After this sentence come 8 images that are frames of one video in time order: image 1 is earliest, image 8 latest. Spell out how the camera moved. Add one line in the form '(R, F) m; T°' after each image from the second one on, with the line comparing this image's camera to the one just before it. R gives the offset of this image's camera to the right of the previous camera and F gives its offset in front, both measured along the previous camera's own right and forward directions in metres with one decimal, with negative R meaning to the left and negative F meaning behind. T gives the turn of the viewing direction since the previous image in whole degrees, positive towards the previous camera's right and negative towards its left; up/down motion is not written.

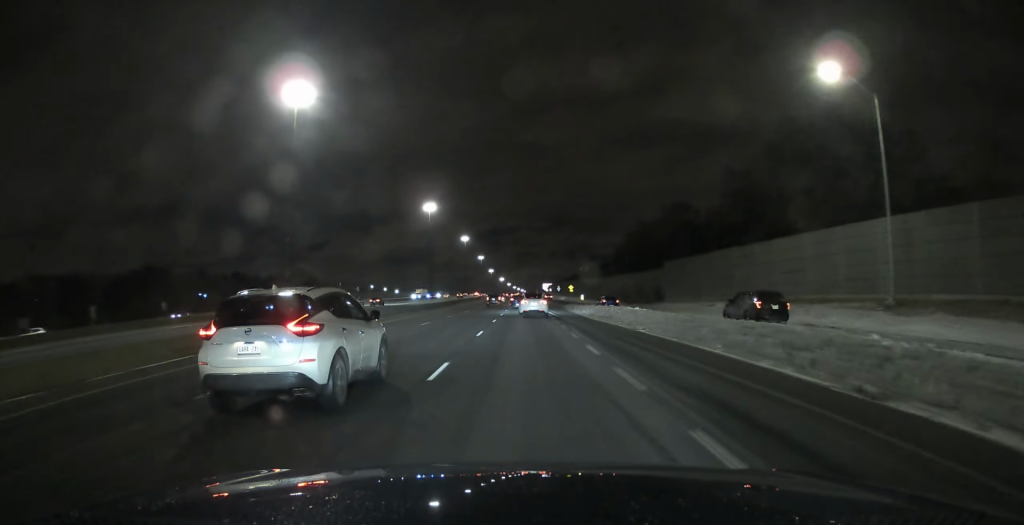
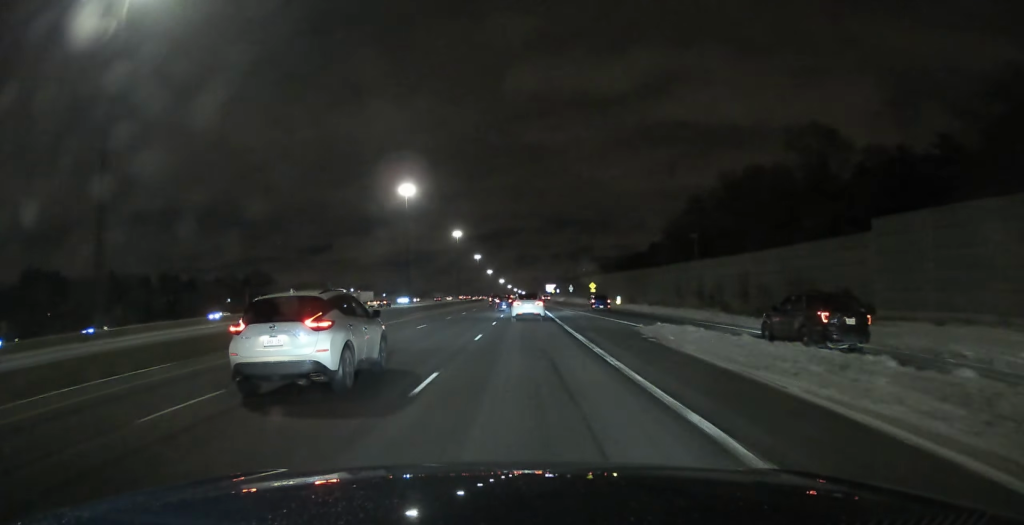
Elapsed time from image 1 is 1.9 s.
(0.0, +51.1) m; 0°
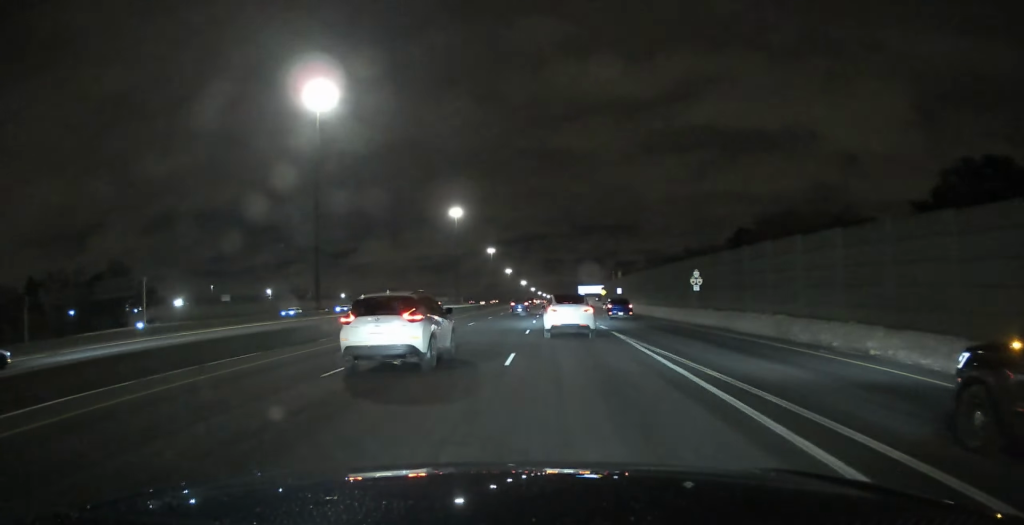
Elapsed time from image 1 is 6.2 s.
(-0.5, +108.7) m; -1°
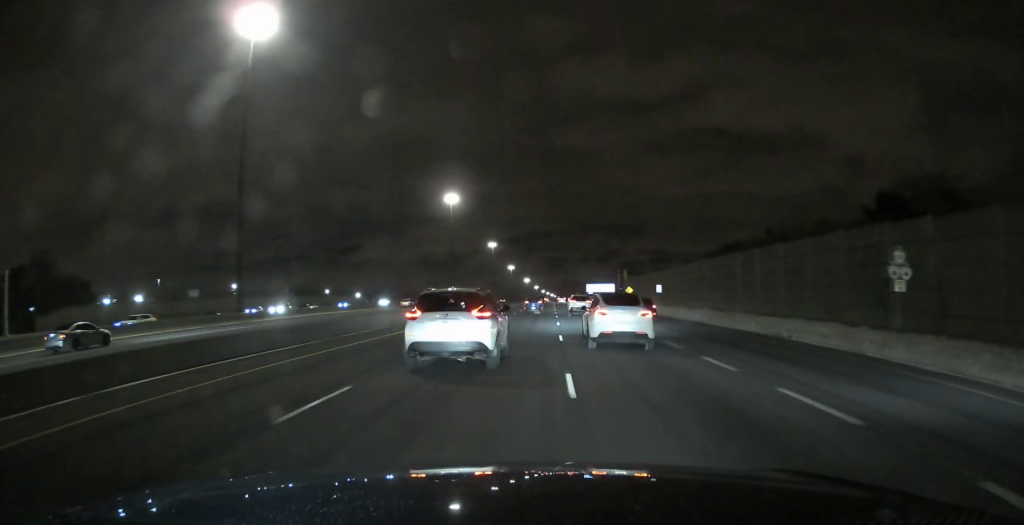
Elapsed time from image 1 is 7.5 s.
(-0.4, +30.1) m; 0°
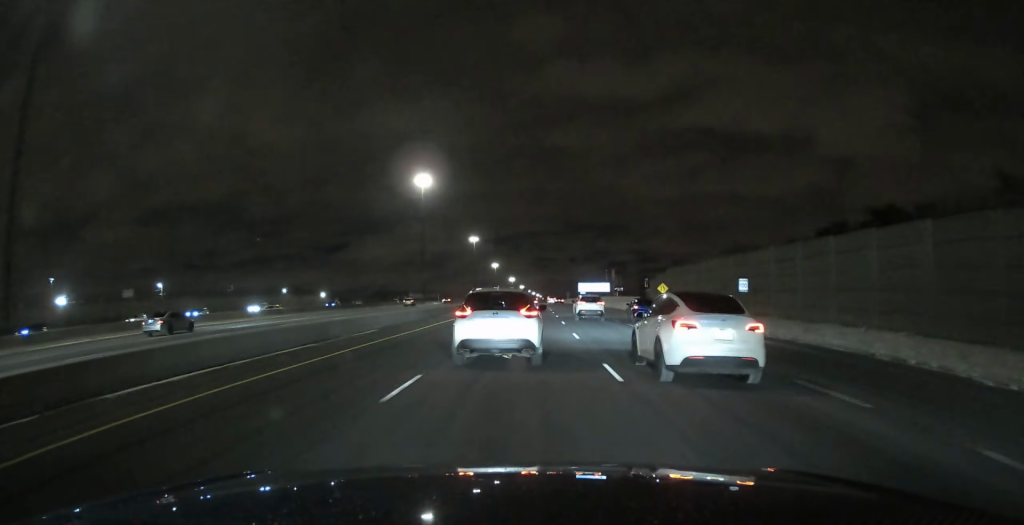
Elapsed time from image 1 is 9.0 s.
(-0.5, +36.0) m; 0°
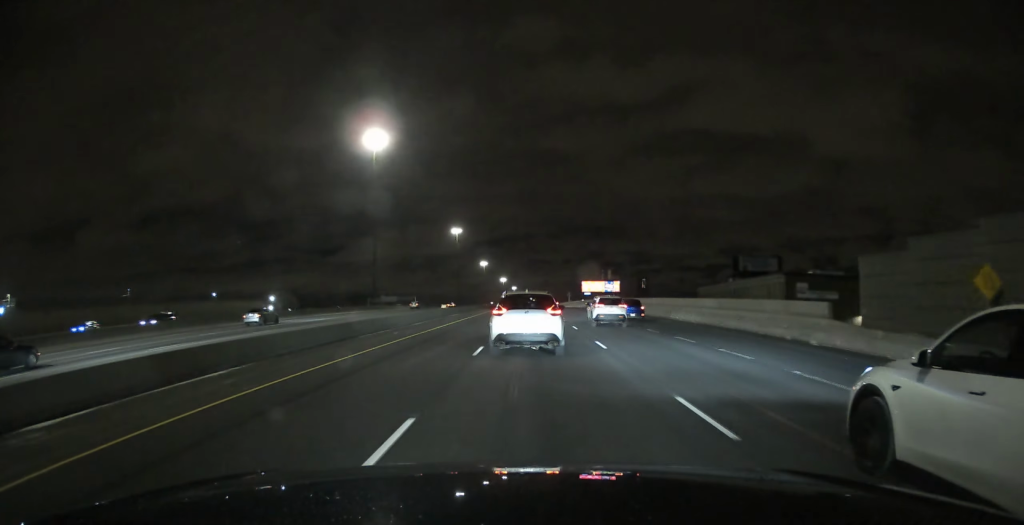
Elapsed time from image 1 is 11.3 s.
(+0.7, +55.1) m; +1°
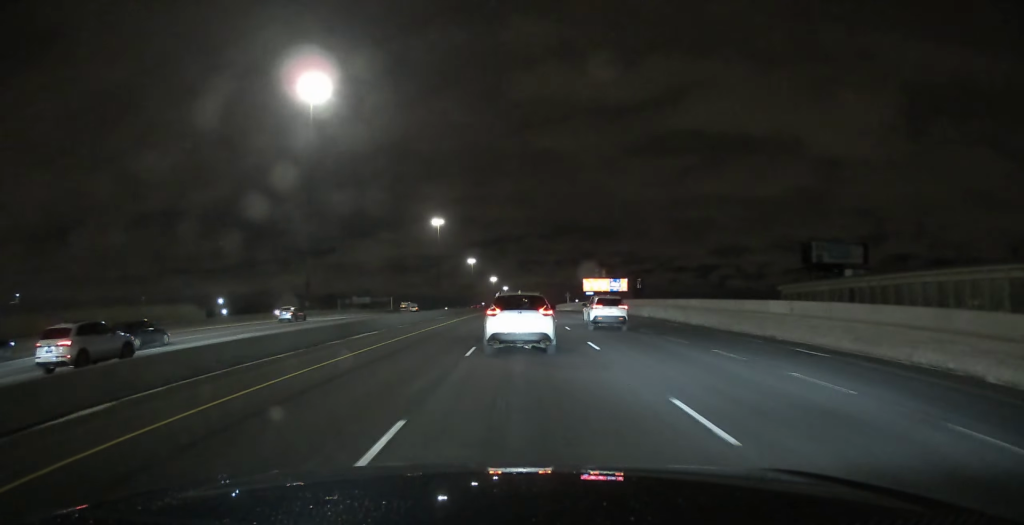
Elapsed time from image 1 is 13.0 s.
(+0.2, +37.4) m; 0°
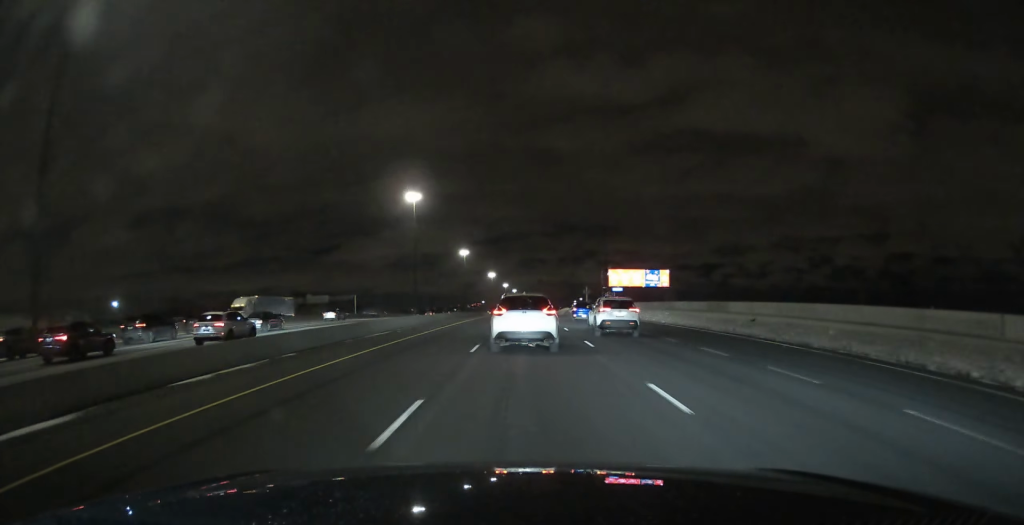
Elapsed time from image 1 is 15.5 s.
(+0.2, +59.3) m; 0°
